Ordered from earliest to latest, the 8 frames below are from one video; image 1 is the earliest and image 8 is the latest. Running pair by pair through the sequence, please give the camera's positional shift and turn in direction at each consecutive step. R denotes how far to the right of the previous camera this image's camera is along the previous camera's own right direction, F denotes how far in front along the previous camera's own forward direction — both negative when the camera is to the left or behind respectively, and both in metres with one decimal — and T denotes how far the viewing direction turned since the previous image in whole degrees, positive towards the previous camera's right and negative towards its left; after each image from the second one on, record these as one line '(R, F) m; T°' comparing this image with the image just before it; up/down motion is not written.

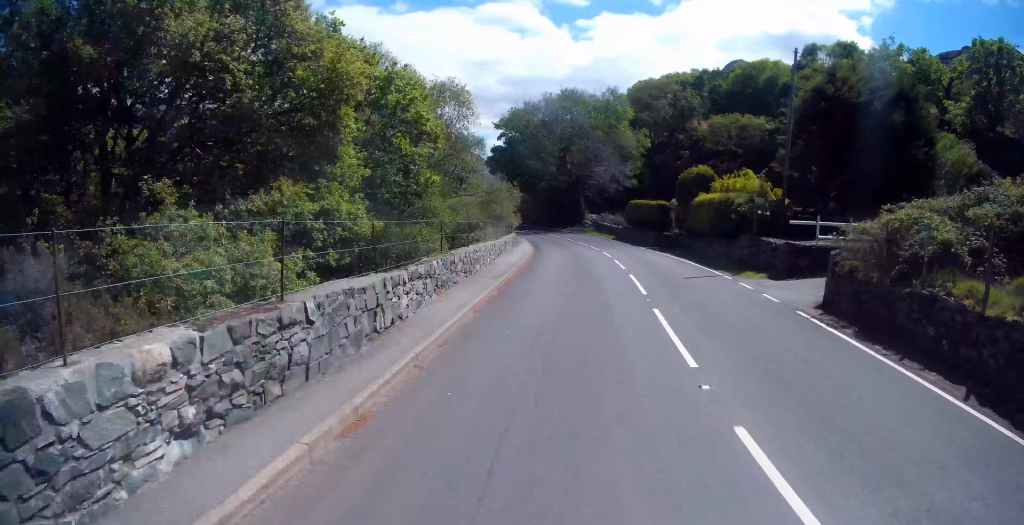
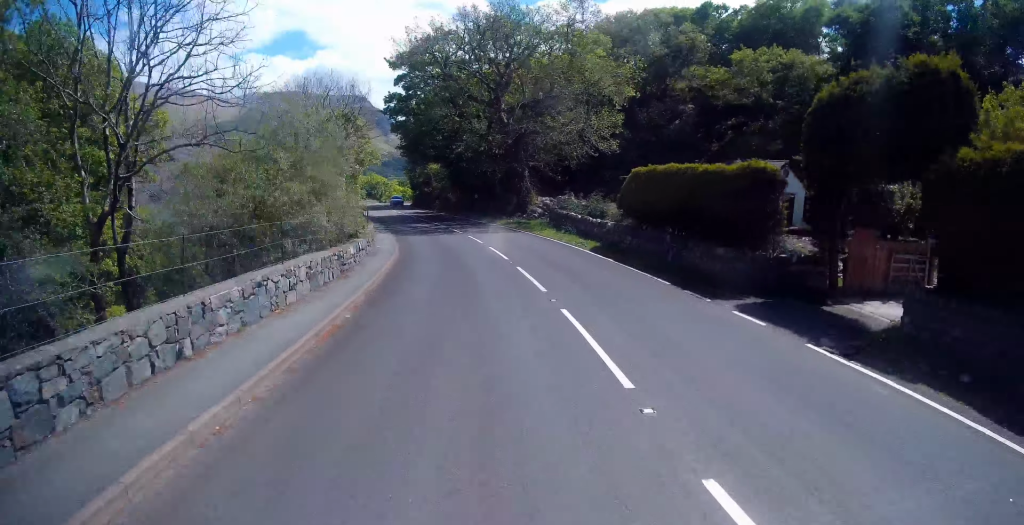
(+3.4, +24.2) m; +9°
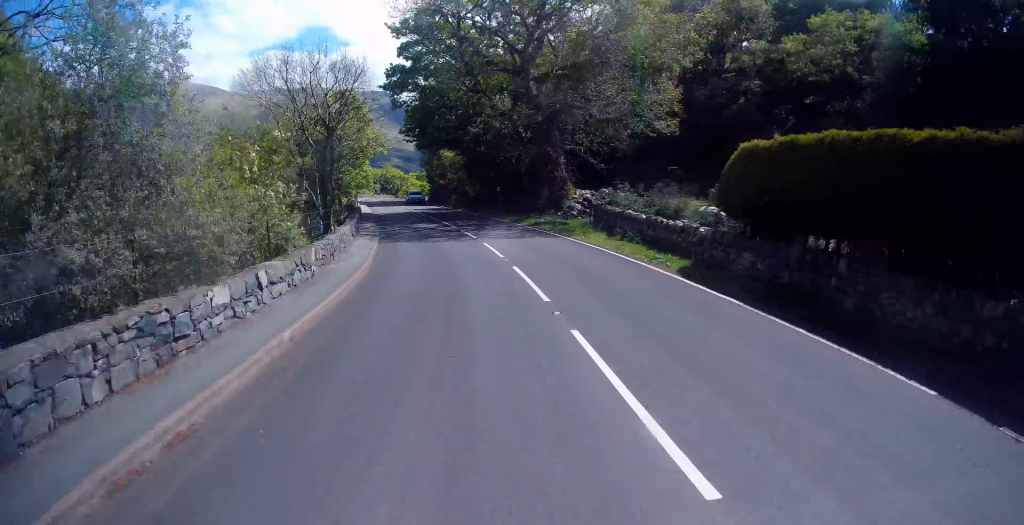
(-0.1, +8.2) m; 0°
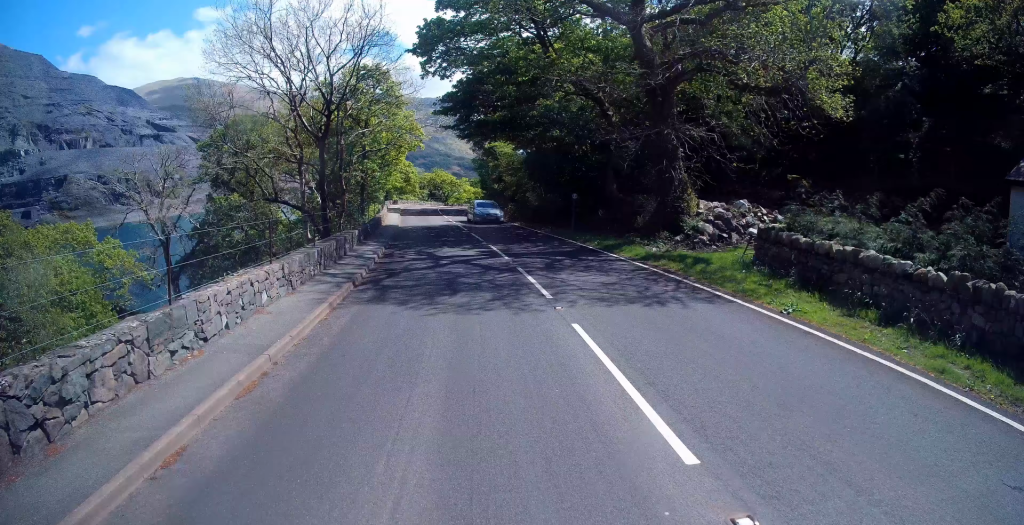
(-0.1, +11.4) m; -2°
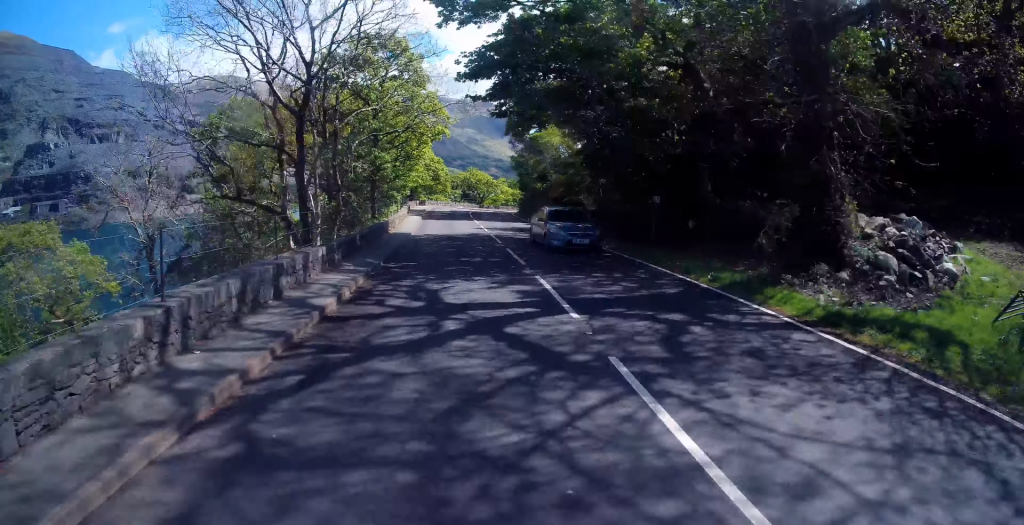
(+0.3, +7.6) m; -2°
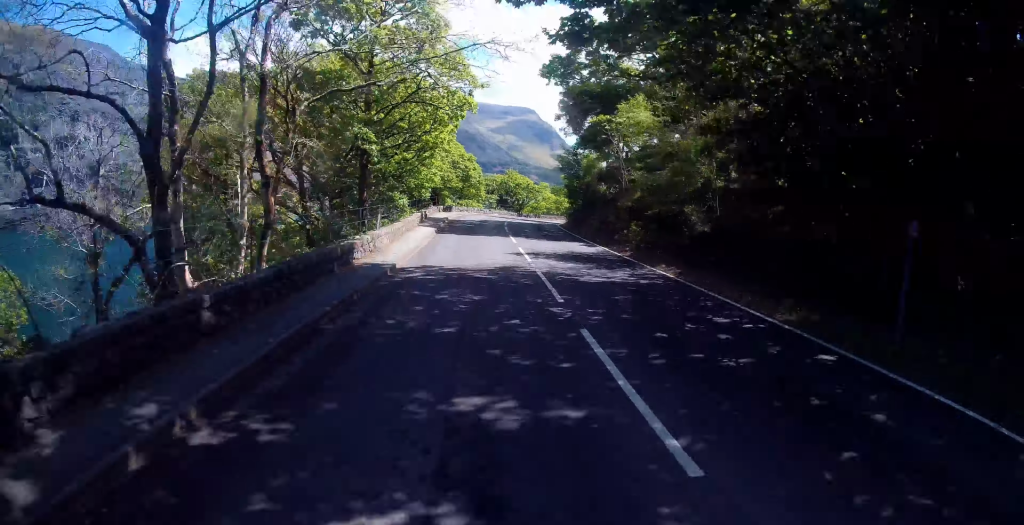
(-0.7, +10.4) m; -6°
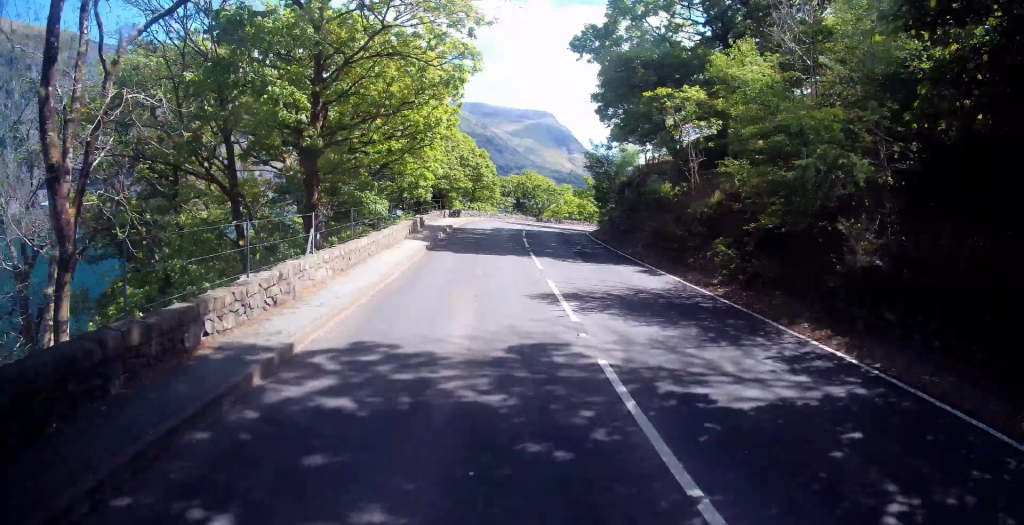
(-0.2, +7.3) m; -3°
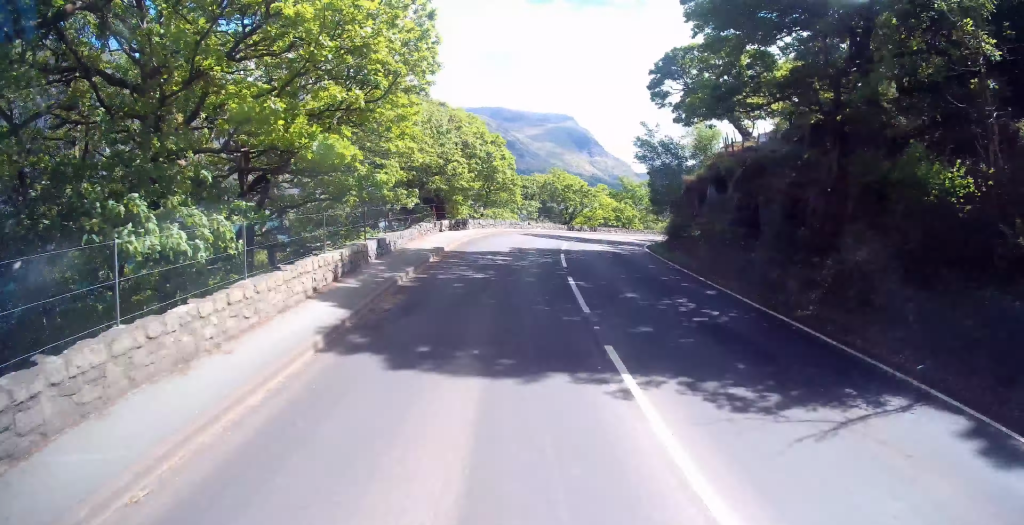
(-0.5, +11.7) m; -2°
